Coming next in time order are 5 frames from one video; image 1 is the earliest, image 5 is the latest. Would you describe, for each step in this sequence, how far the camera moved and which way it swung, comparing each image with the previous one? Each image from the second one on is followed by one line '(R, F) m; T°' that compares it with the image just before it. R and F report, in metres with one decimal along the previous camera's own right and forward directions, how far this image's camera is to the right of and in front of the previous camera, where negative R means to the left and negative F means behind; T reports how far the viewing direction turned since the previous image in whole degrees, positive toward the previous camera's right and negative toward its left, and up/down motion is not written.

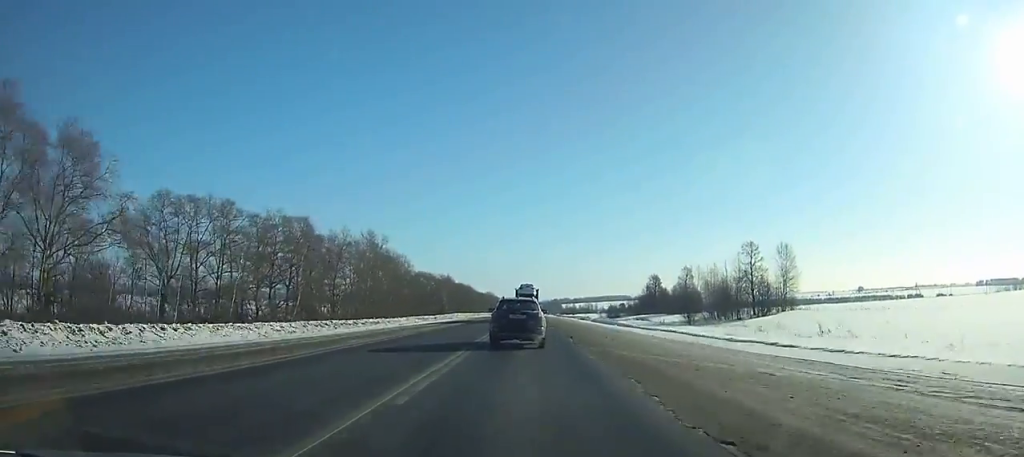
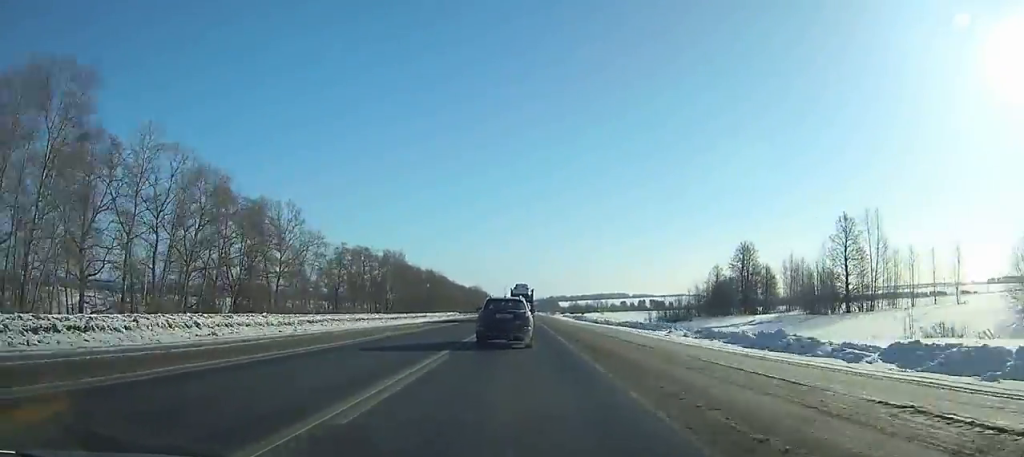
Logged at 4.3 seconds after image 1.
(+0.3, +91.3) m; 0°
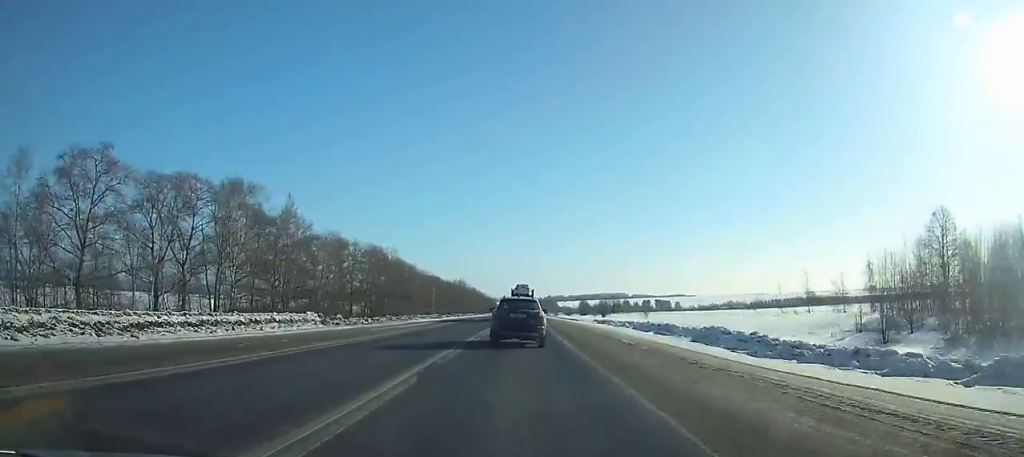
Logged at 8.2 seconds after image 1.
(0.0, +79.0) m; 0°
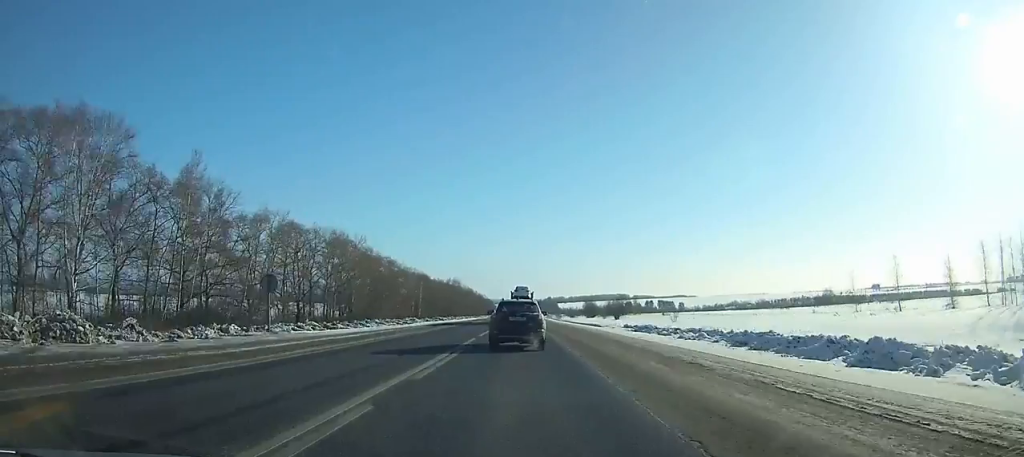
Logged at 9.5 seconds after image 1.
(0.0, +26.4) m; 0°
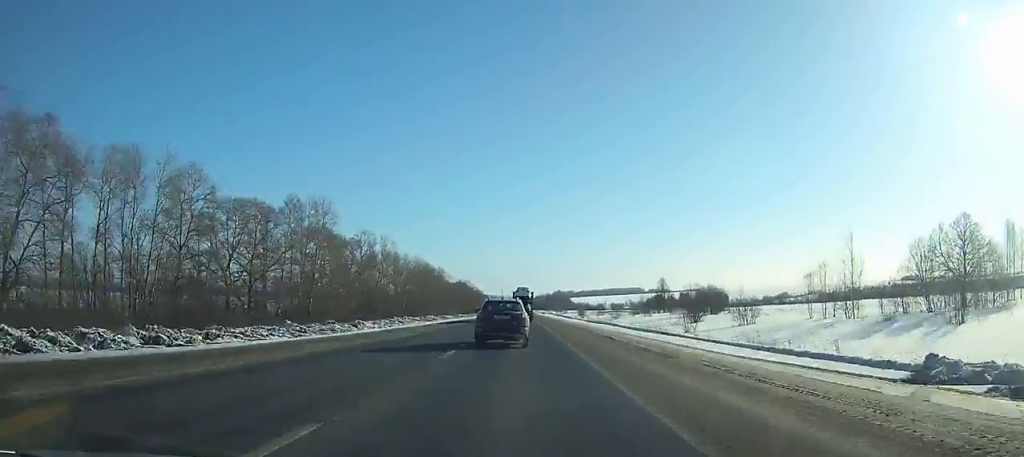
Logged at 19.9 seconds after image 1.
(0.0, +207.7) m; 0°
